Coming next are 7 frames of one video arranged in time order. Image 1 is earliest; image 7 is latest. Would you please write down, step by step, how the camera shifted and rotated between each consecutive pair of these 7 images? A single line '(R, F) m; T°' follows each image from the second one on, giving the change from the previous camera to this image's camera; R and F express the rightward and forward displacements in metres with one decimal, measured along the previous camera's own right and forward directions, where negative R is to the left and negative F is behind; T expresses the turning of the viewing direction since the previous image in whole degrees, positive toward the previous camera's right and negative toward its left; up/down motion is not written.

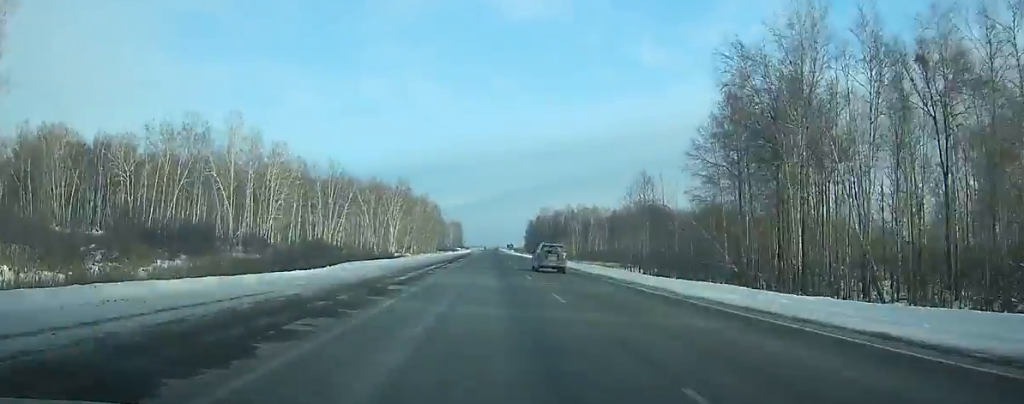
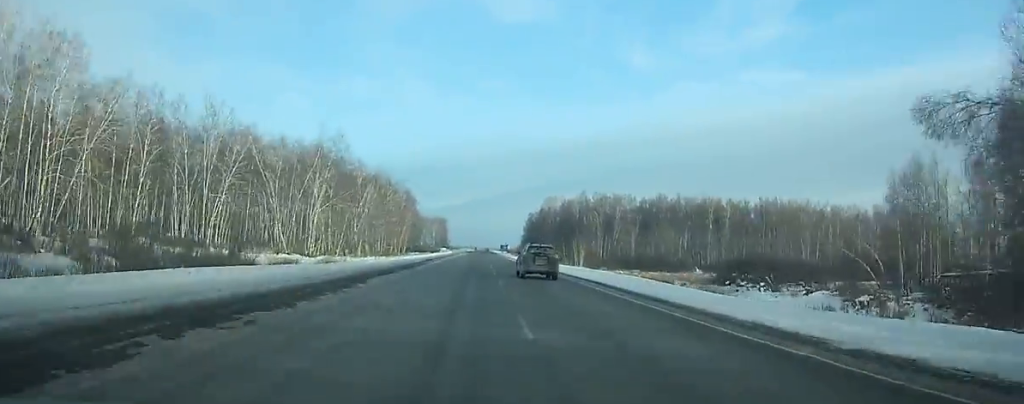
(+0.3, +64.3) m; 0°
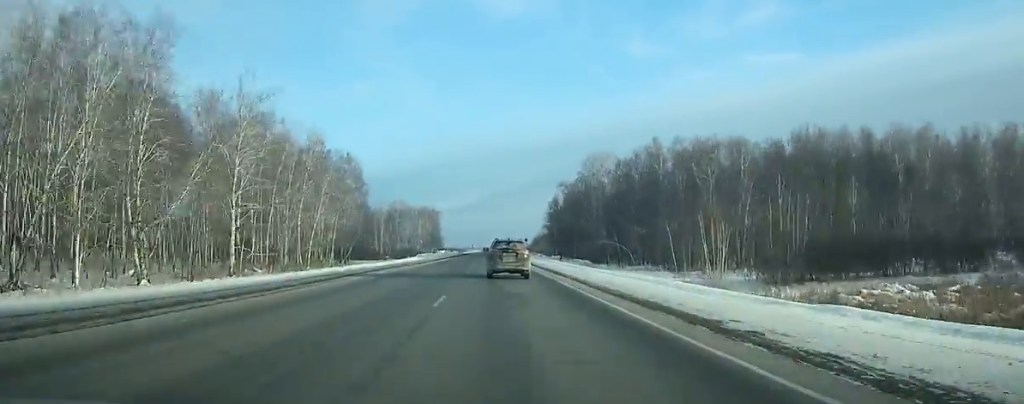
(+0.1, +91.6) m; 0°
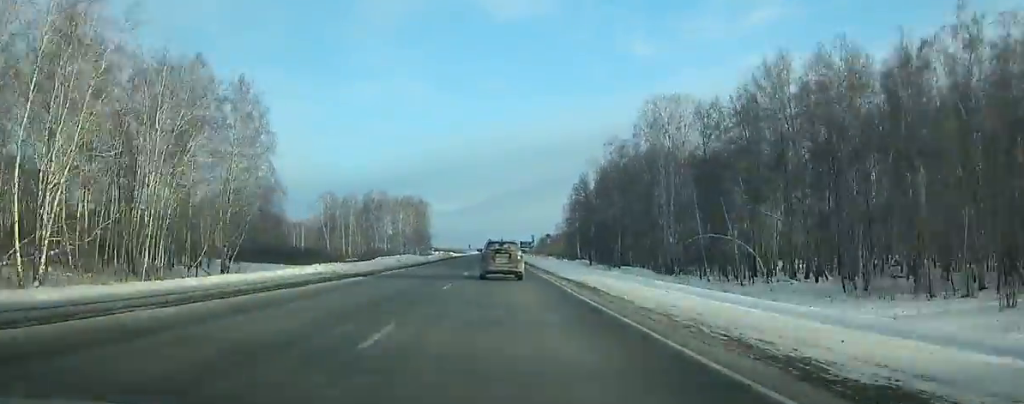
(-0.2, +54.3) m; 0°
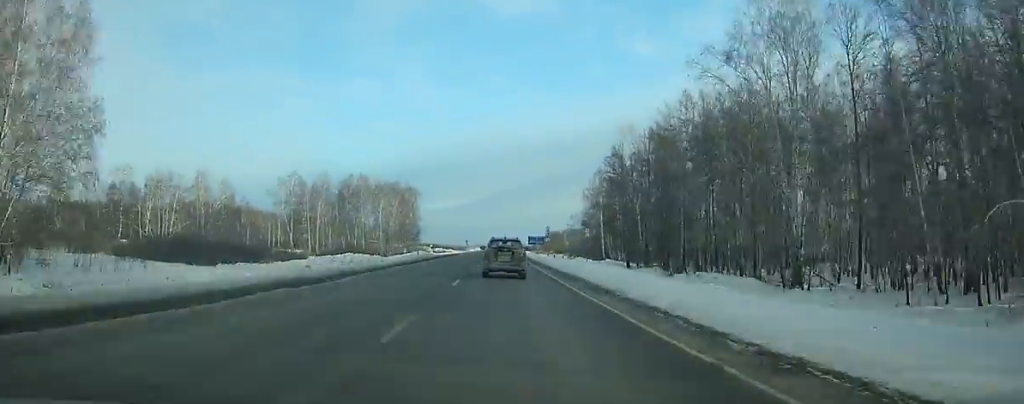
(-0.2, +35.3) m; 0°
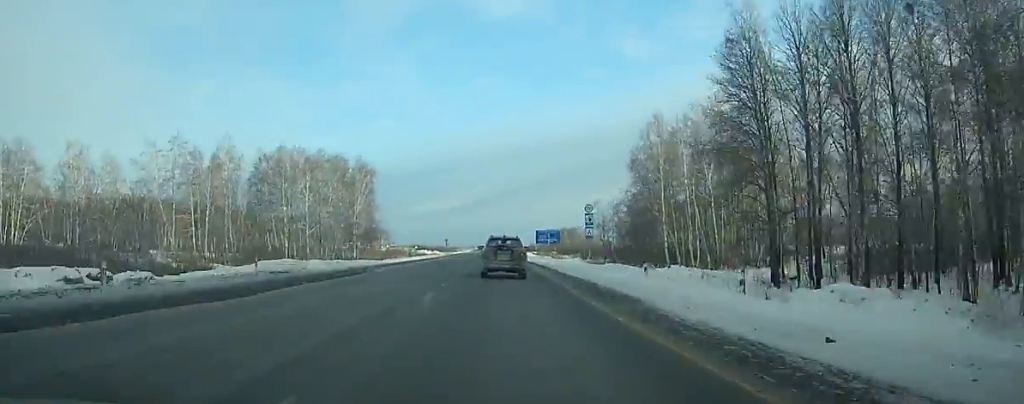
(+0.1, +53.8) m; 0°
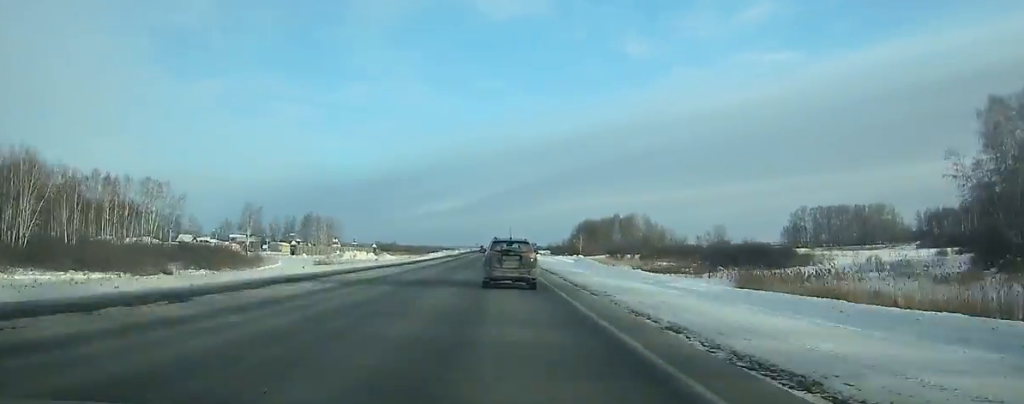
(+0.1, +188.9) m; 0°
